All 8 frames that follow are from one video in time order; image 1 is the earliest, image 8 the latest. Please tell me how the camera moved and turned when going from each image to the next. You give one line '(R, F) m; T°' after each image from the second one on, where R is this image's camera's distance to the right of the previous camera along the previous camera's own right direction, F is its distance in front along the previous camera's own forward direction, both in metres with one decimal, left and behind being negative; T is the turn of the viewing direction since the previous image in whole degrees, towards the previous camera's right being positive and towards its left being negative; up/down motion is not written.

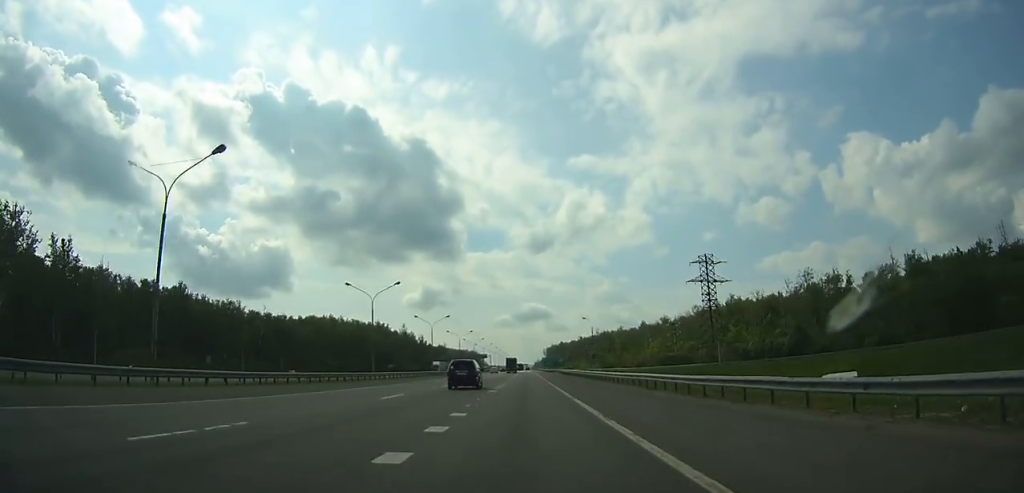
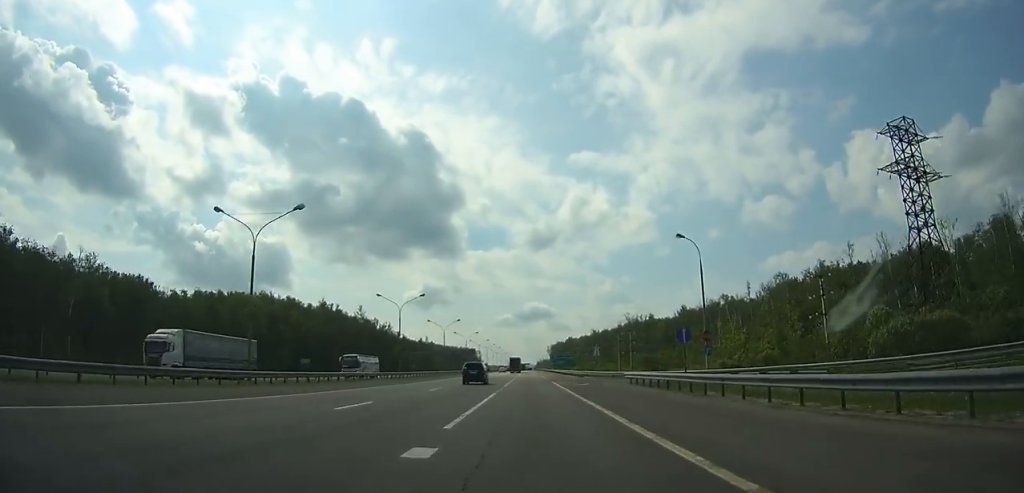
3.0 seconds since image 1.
(-0.3, +70.3) m; 0°
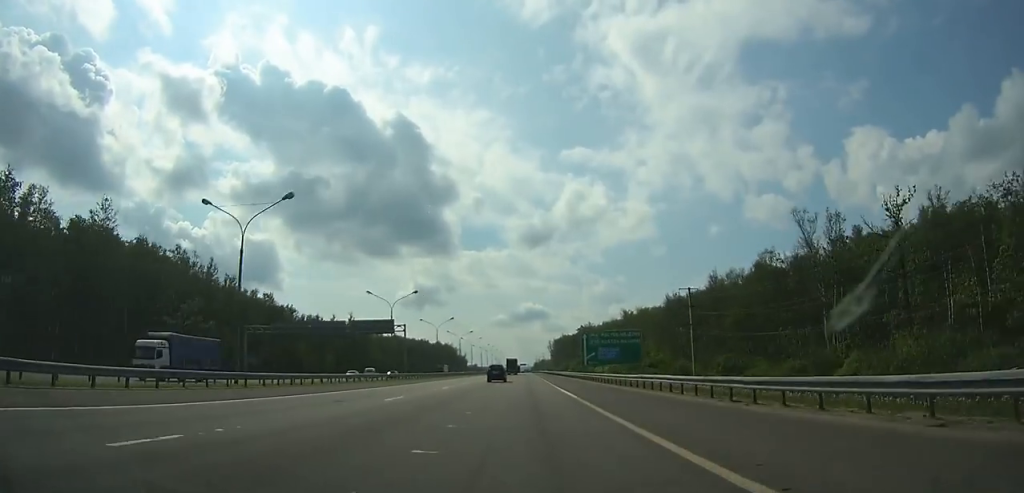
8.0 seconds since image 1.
(+0.5, +116.3) m; 0°
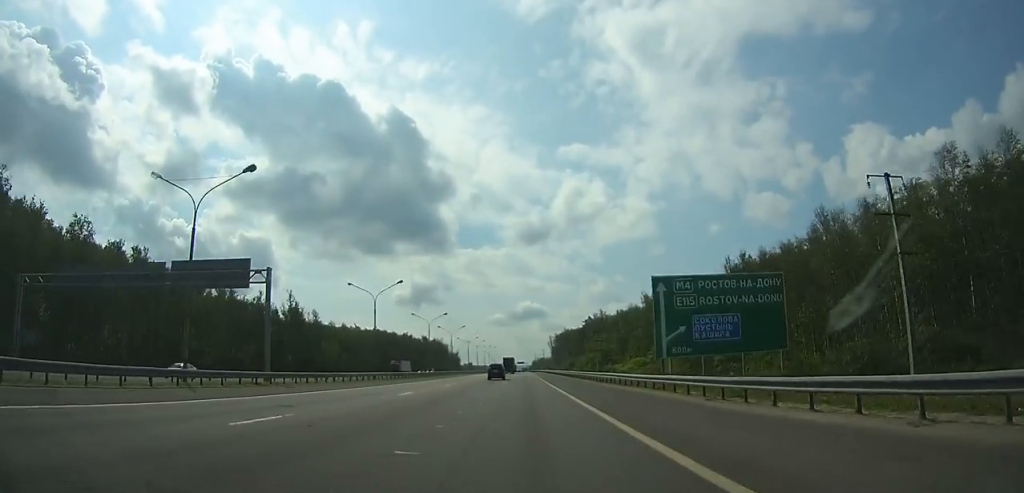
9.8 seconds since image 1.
(+0.1, +41.1) m; 0°
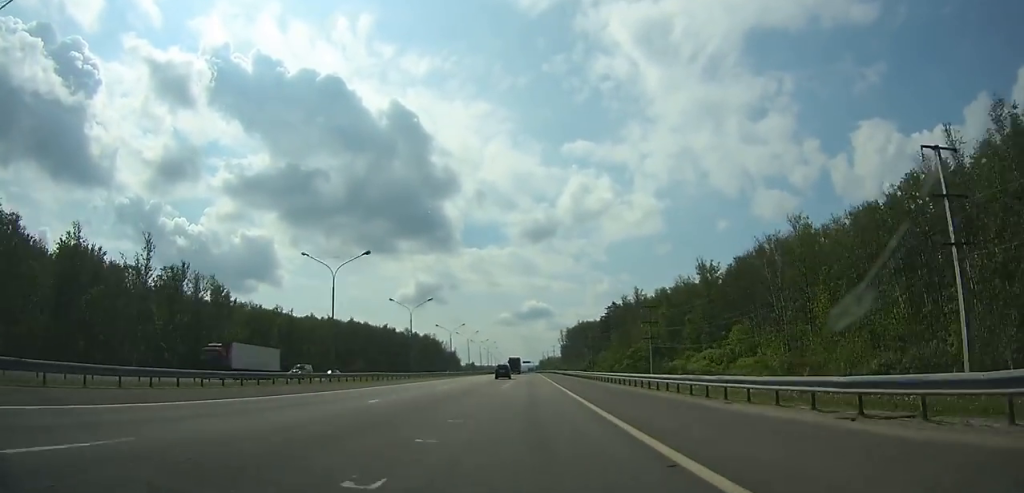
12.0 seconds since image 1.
(-0.1, +49.8) m; 0°
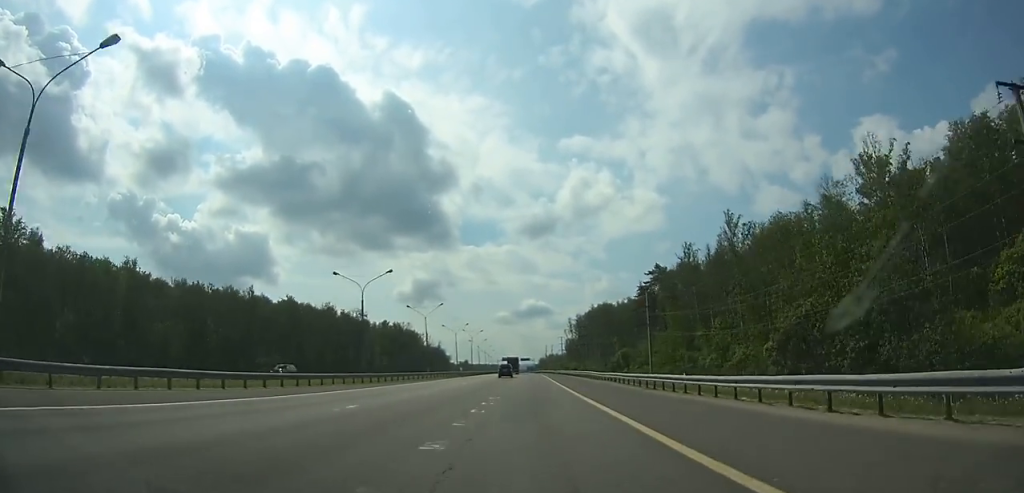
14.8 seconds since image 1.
(0.0, +66.2) m; 0°
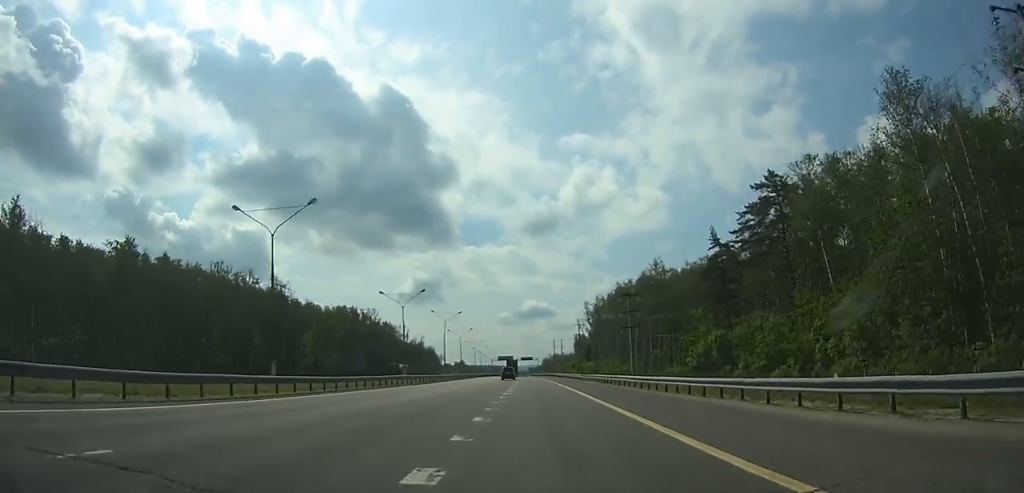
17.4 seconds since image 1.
(-0.1, +64.6) m; 0°
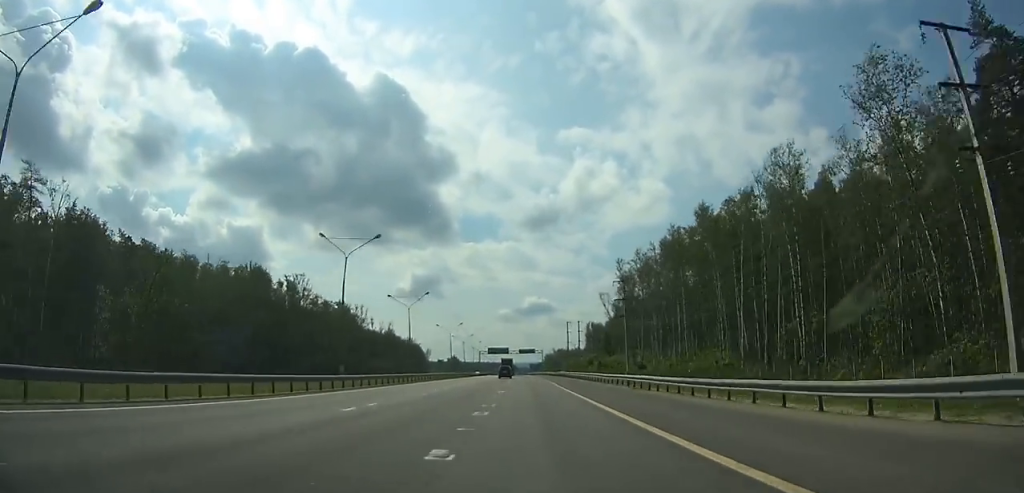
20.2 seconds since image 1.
(-0.2, +70.2) m; 0°
